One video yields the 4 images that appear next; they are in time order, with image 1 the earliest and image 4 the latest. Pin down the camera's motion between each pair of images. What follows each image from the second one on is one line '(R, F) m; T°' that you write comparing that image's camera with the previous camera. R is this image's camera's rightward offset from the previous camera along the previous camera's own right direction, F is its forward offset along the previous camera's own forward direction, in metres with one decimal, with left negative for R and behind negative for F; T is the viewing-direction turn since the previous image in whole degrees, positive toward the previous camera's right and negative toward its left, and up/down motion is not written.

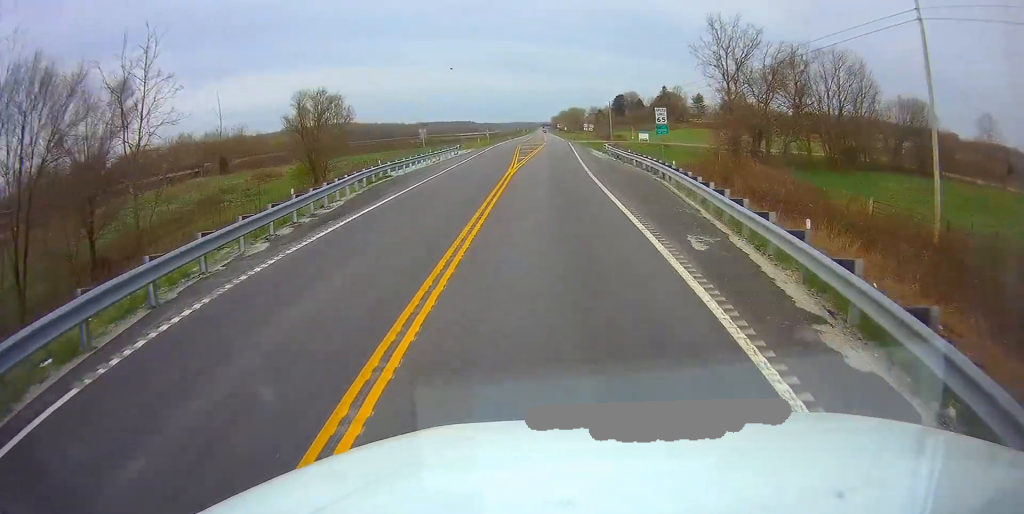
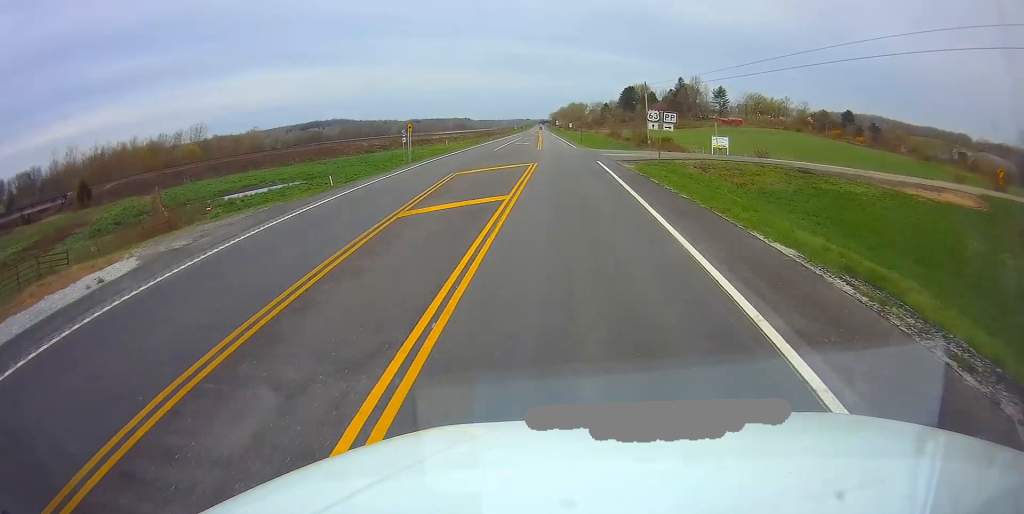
(+0.1, +58.5) m; 0°
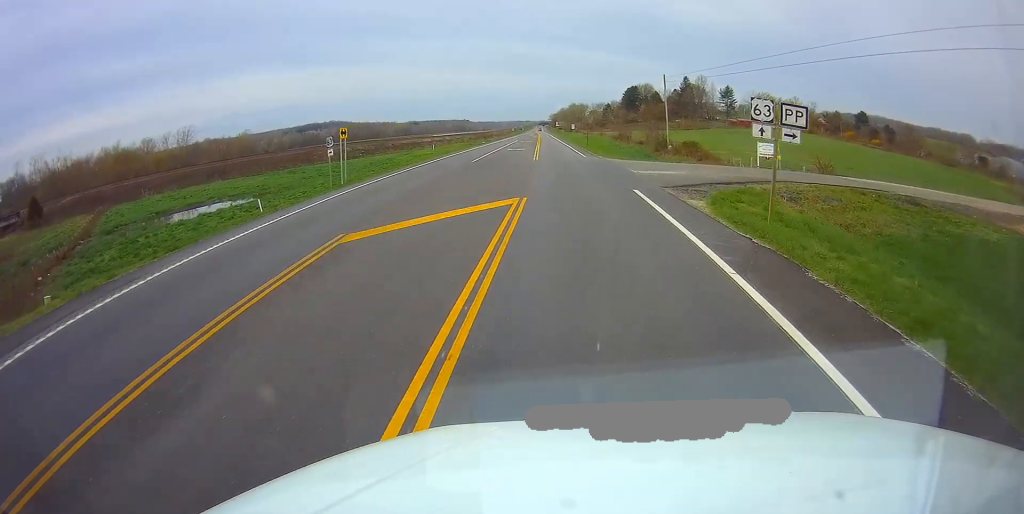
(+0.3, +15.7) m; 0°
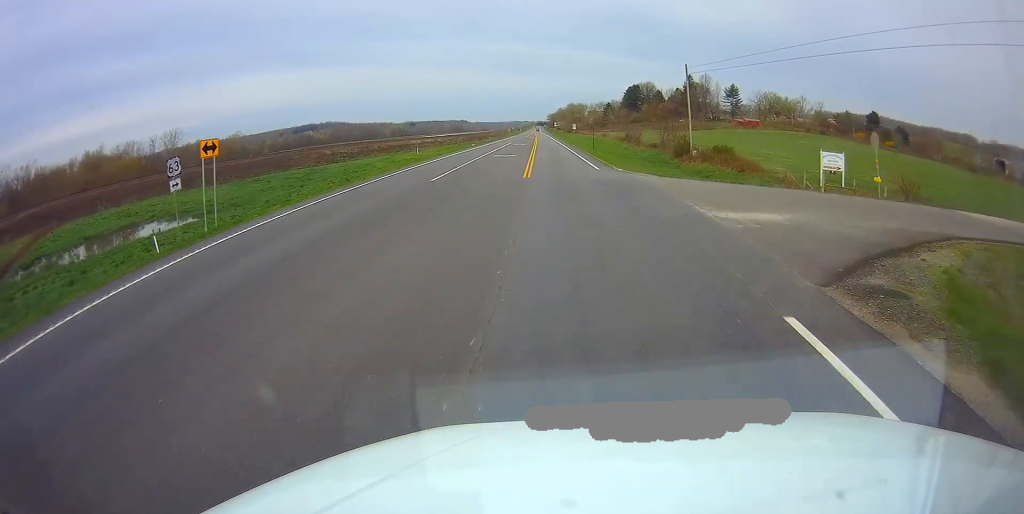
(0.0, +13.6) m; 0°
